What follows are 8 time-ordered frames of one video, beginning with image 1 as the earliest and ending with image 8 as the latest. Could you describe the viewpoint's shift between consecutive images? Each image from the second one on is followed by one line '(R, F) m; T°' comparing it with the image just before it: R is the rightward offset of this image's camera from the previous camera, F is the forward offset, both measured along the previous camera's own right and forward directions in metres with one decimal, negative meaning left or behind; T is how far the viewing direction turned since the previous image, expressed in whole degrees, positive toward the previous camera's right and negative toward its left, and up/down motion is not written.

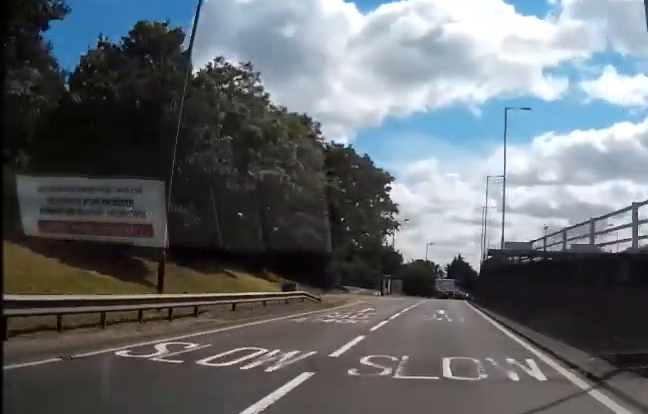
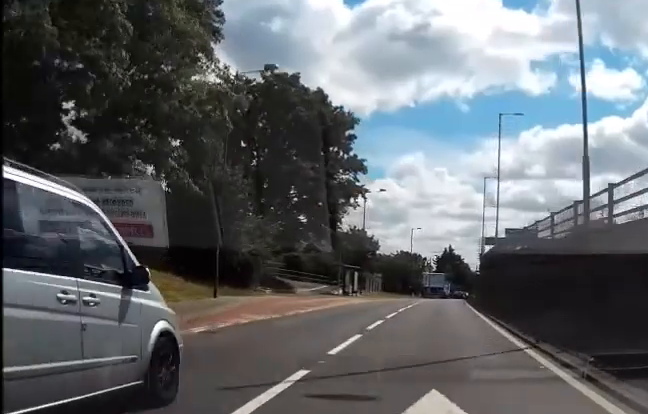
(+0.4, +23.4) m; +2°
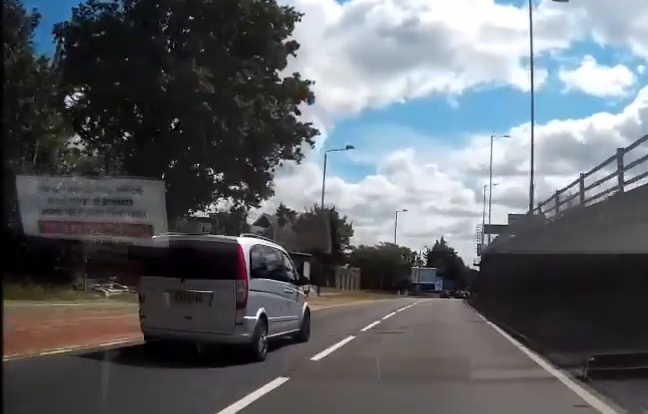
(0.0, +18.0) m; 0°
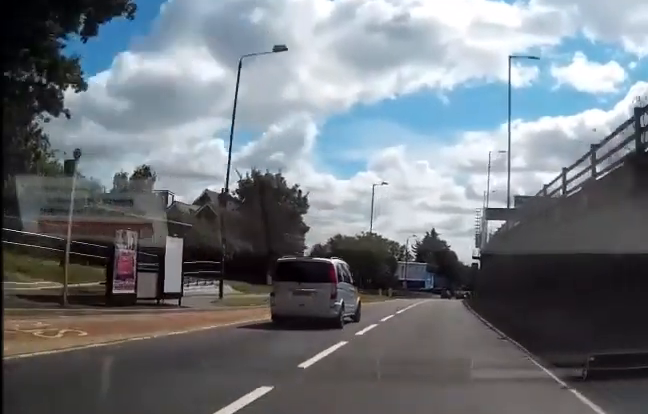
(+0.1, +18.8) m; +1°
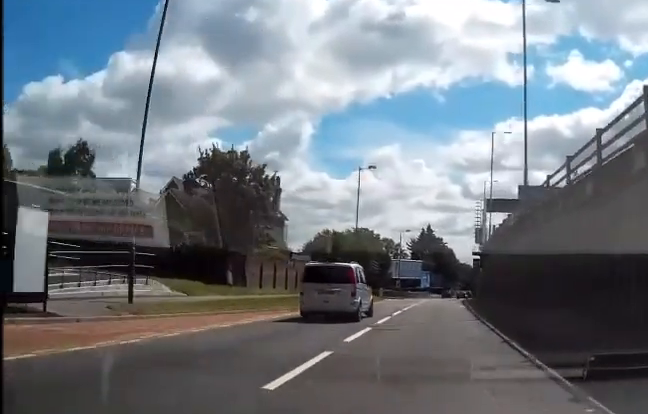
(+0.1, +7.7) m; 0°
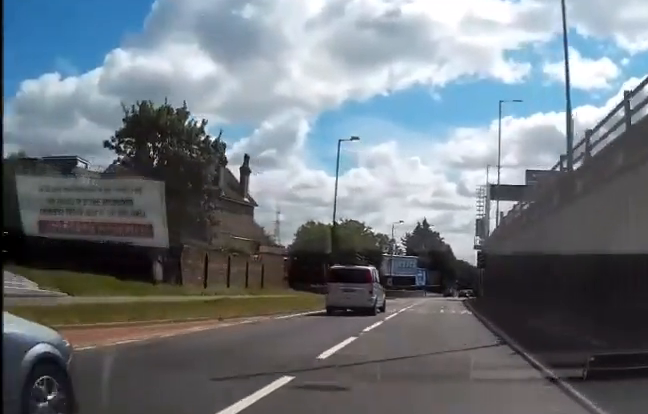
(0.0, +9.2) m; 0°
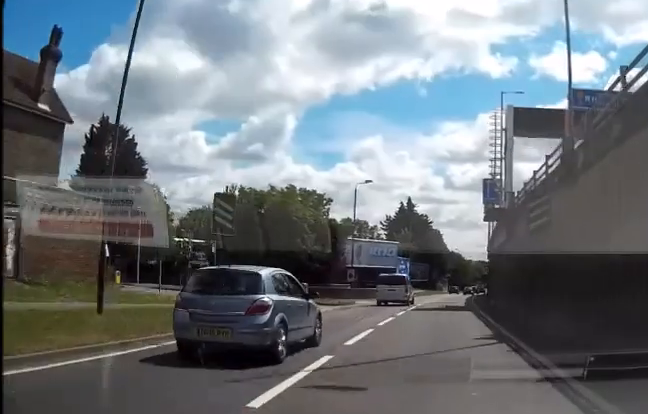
(+0.3, +27.5) m; +2°
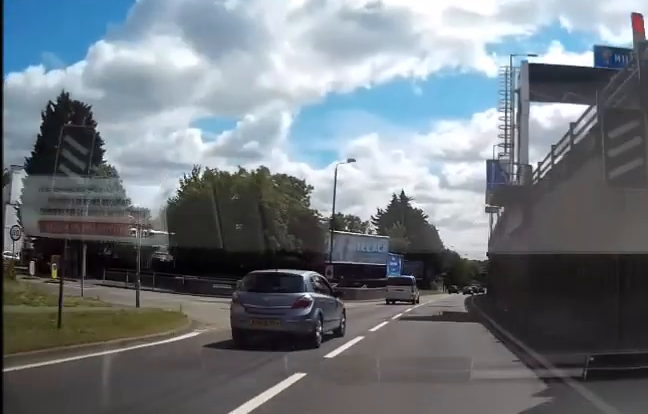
(+0.1, +8.1) m; +1°
